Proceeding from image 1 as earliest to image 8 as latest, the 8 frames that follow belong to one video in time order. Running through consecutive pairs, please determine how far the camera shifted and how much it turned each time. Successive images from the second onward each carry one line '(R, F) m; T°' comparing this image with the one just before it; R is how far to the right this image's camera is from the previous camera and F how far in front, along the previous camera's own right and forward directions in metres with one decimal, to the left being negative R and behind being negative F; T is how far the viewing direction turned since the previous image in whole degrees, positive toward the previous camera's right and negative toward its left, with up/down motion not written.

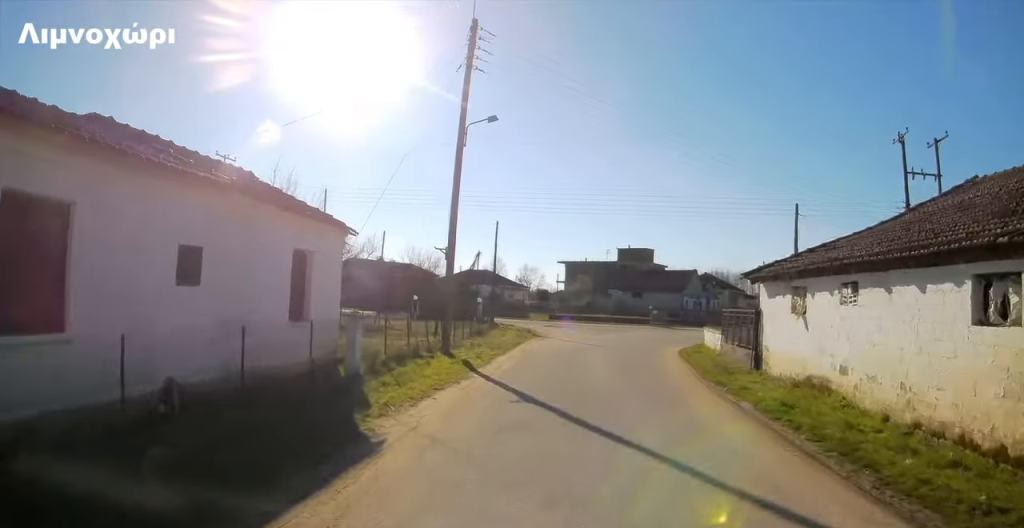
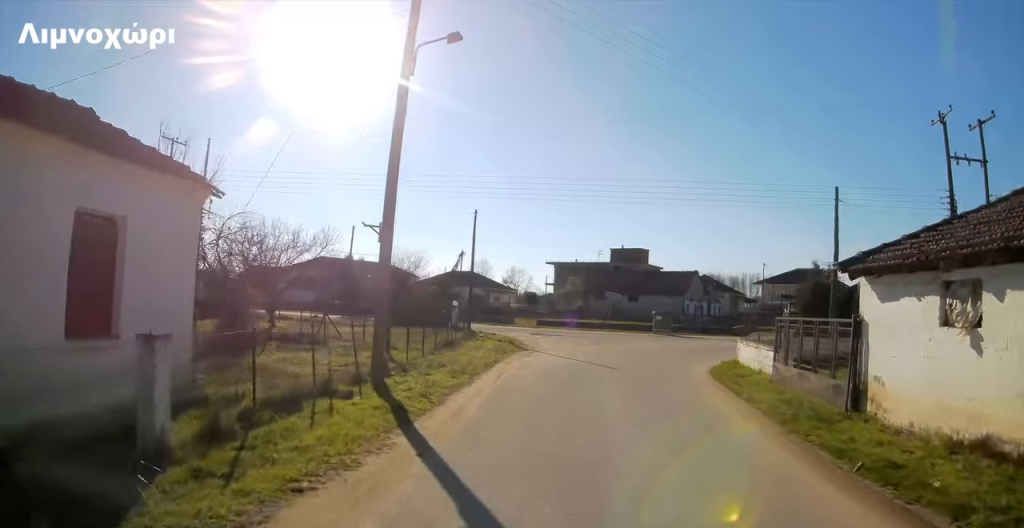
(+0.1, +5.3) m; +2°
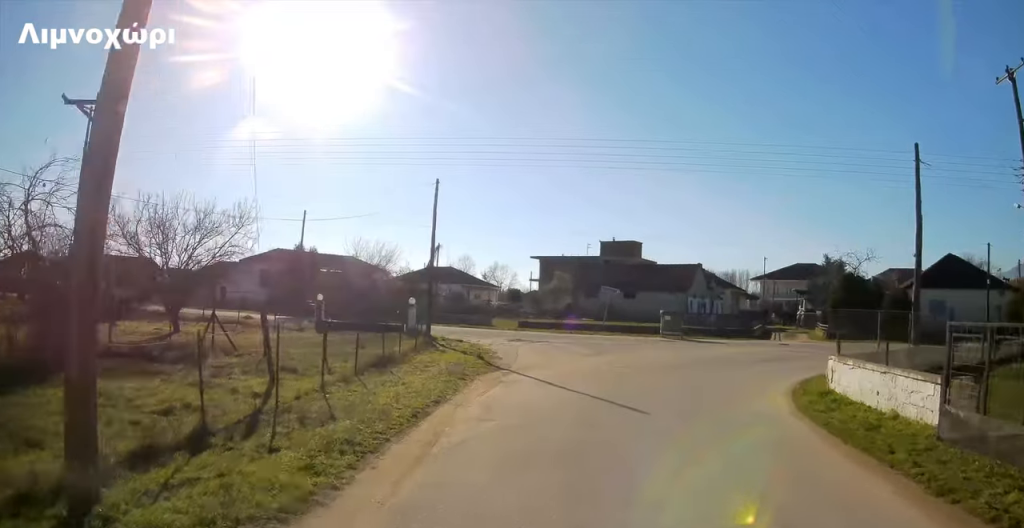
(+0.1, +6.9) m; 0°
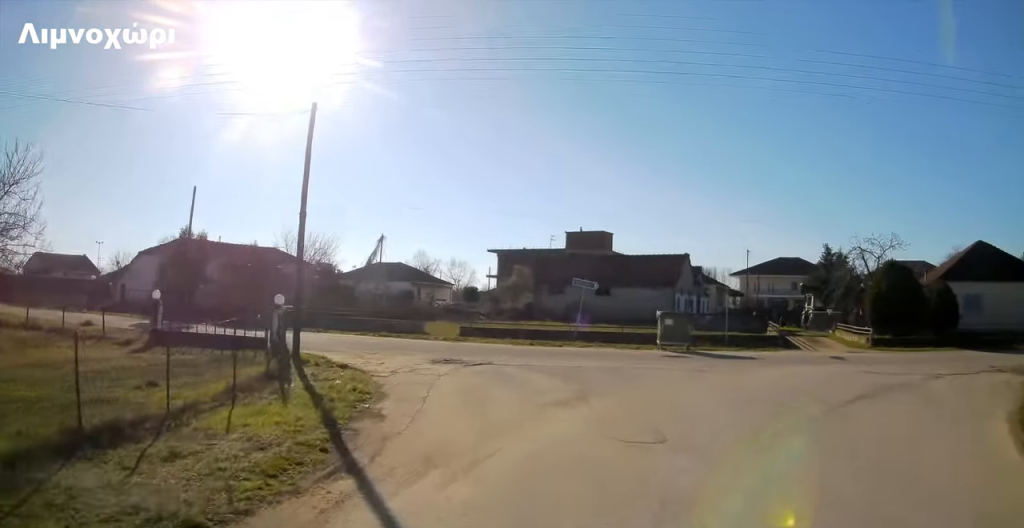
(+0.7, +8.7) m; +12°
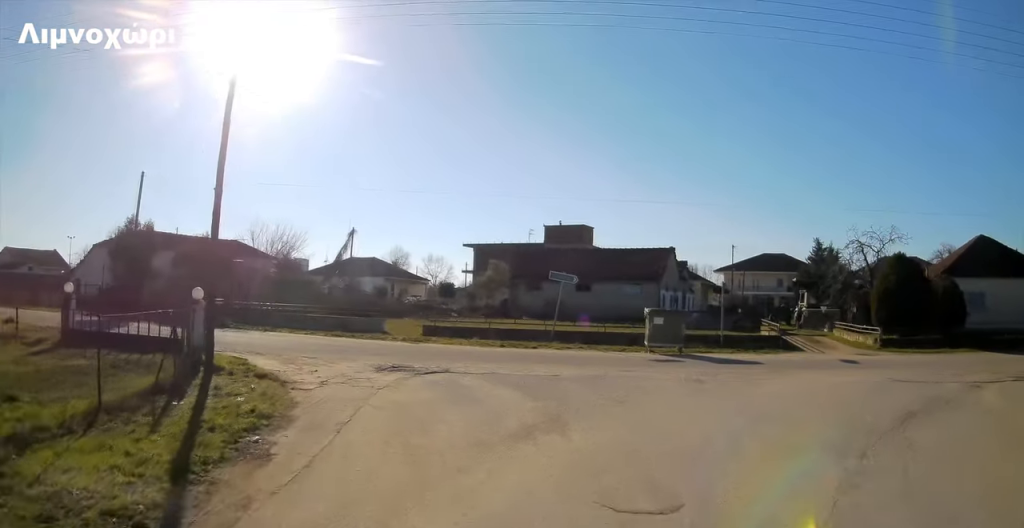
(+0.1, +2.6) m; +2°
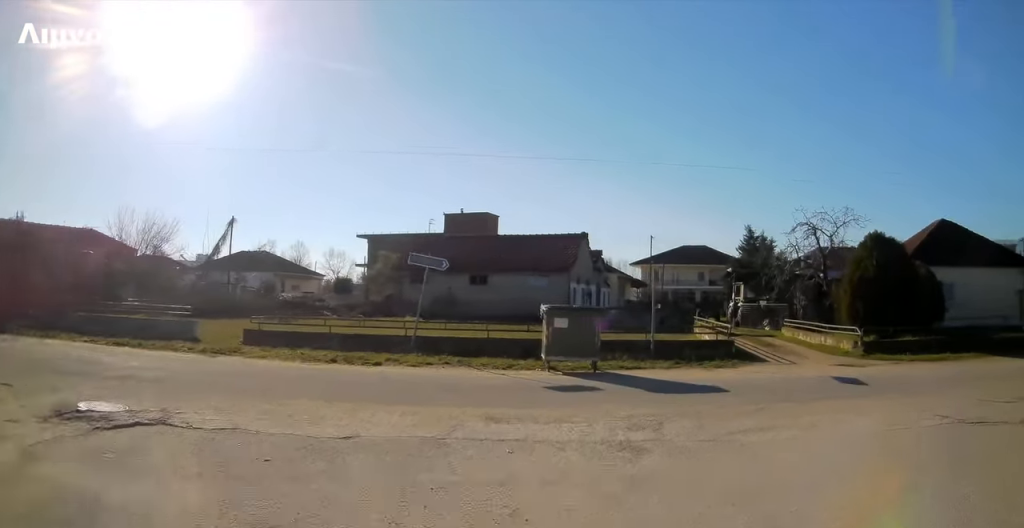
(0.0, +6.0) m; +18°
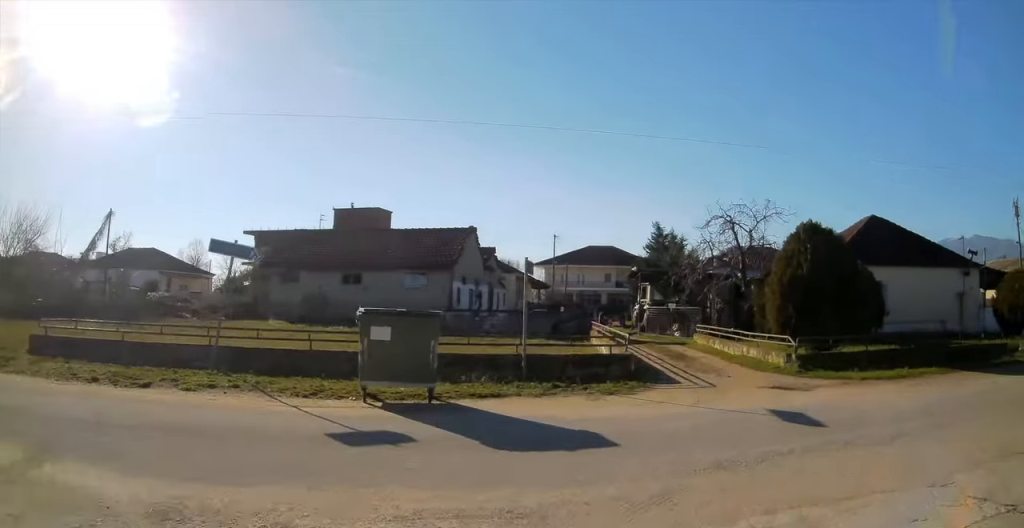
(+1.0, +3.0) m; +26°
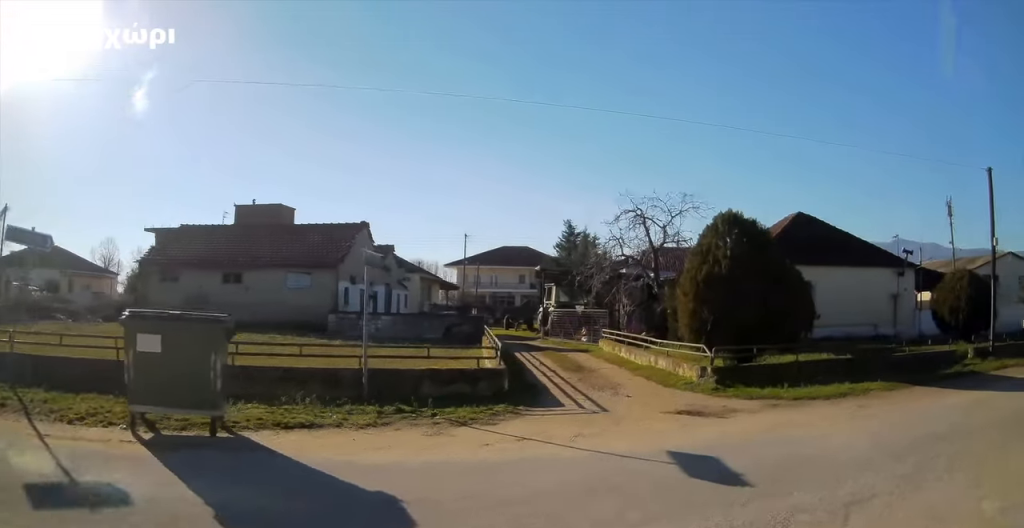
(+0.4, +2.4) m; +10°
